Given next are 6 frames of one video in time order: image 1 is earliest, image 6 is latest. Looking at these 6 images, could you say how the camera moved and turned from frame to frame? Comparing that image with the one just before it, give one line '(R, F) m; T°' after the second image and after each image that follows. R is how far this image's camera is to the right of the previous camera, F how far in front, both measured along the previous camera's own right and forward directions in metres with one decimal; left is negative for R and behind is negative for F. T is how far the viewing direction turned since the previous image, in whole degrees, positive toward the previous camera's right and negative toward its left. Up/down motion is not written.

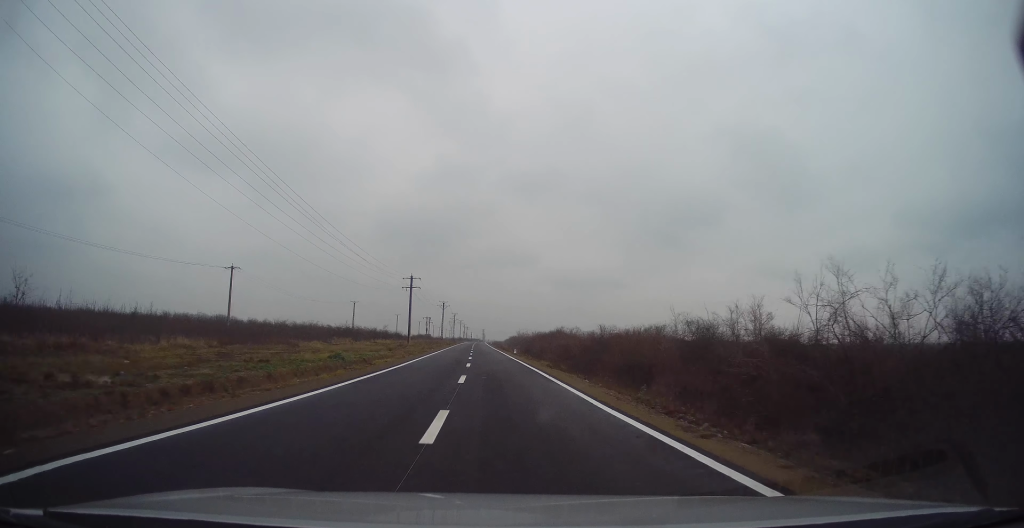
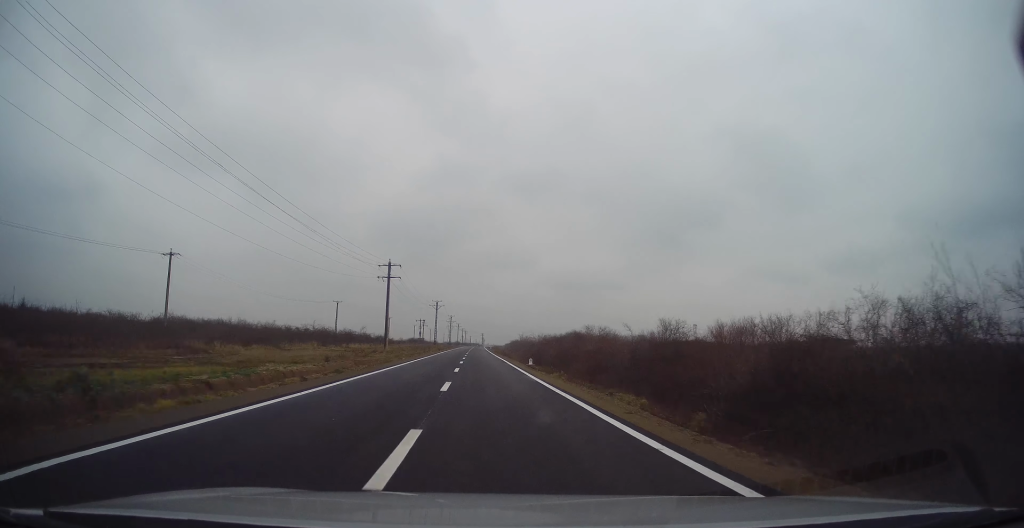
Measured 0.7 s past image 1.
(0.0, +20.3) m; 0°
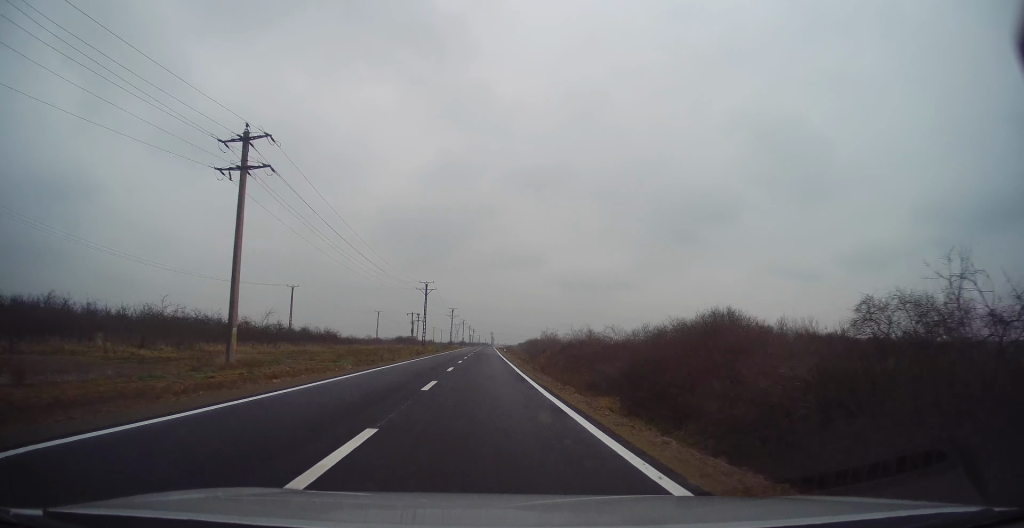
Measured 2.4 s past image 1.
(0.0, +46.1) m; 0°
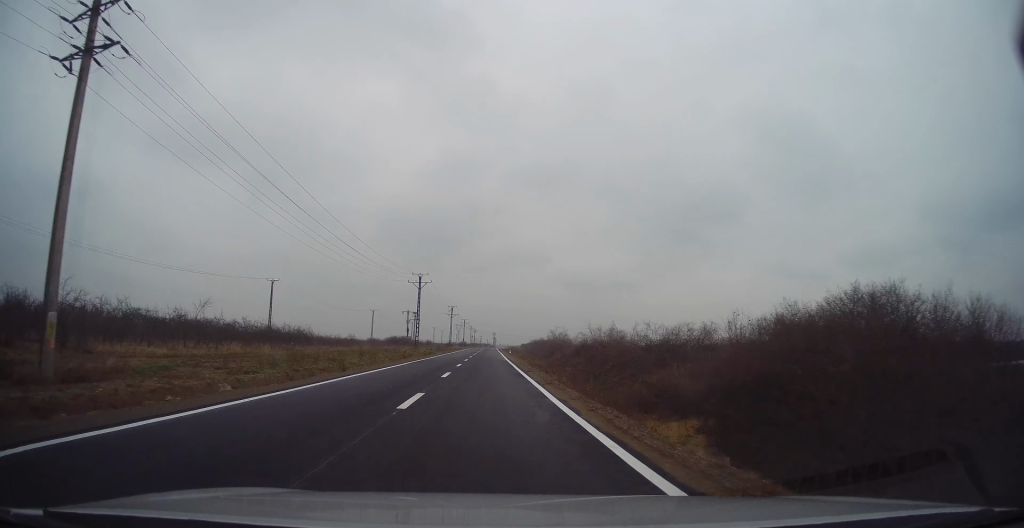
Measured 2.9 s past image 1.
(0.0, +12.7) m; 0°
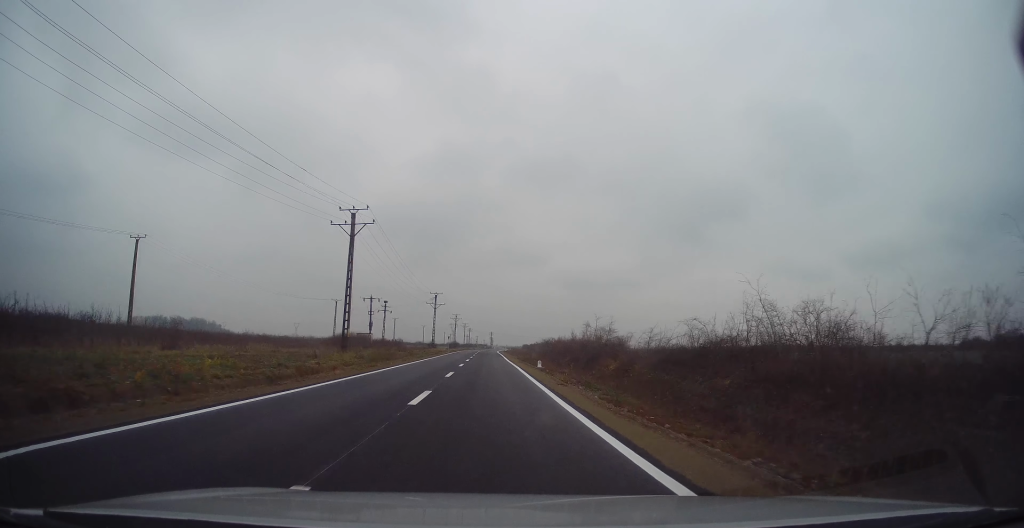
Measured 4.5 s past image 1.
(-0.6, +44.3) m; -1°
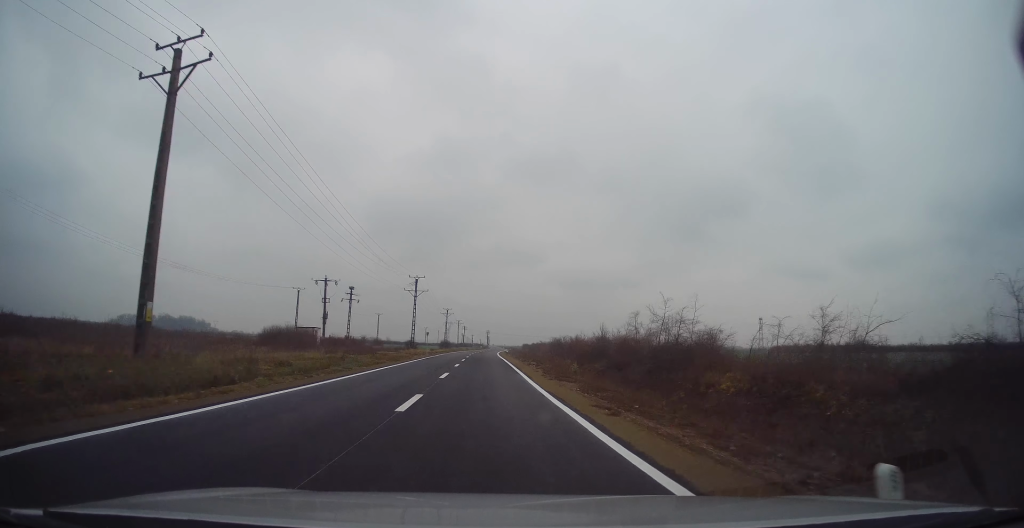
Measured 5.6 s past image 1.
(+0.1, +28.2) m; +1°
